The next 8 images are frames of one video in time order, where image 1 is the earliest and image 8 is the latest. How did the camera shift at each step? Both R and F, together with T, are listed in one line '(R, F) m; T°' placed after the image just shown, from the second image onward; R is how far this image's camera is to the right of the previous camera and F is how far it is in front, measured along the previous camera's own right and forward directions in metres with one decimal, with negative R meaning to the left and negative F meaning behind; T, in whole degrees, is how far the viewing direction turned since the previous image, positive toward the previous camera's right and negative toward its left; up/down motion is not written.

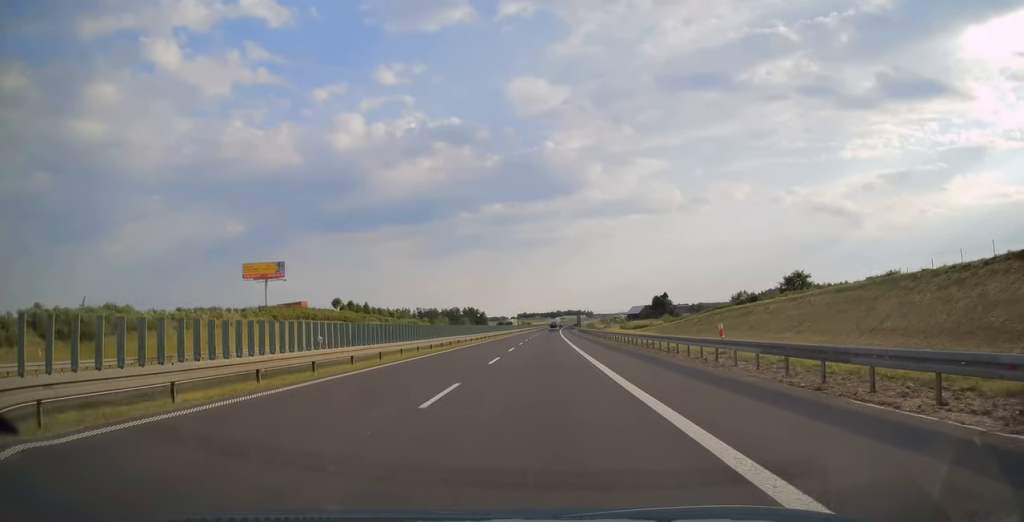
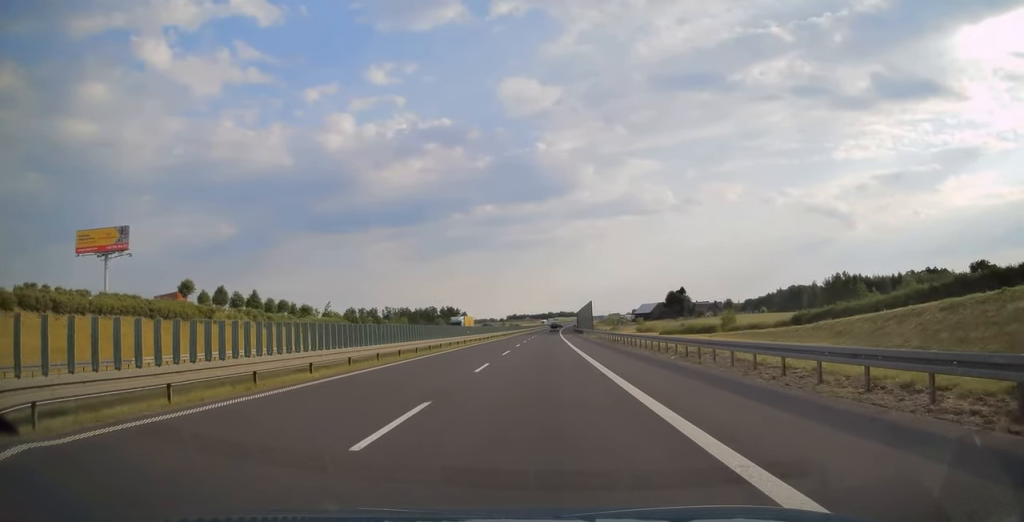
(+0.3, +63.7) m; +1°
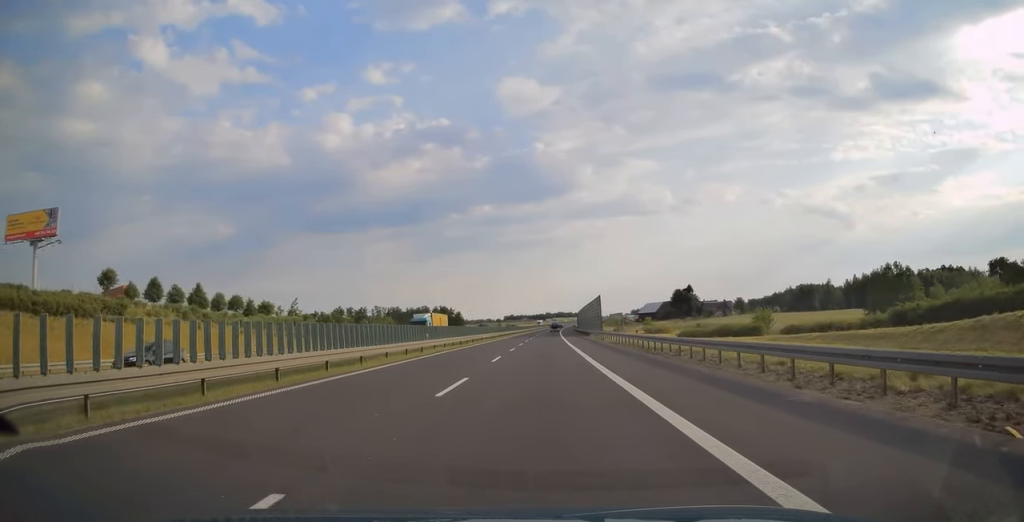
(0.0, +18.6) m; 0°
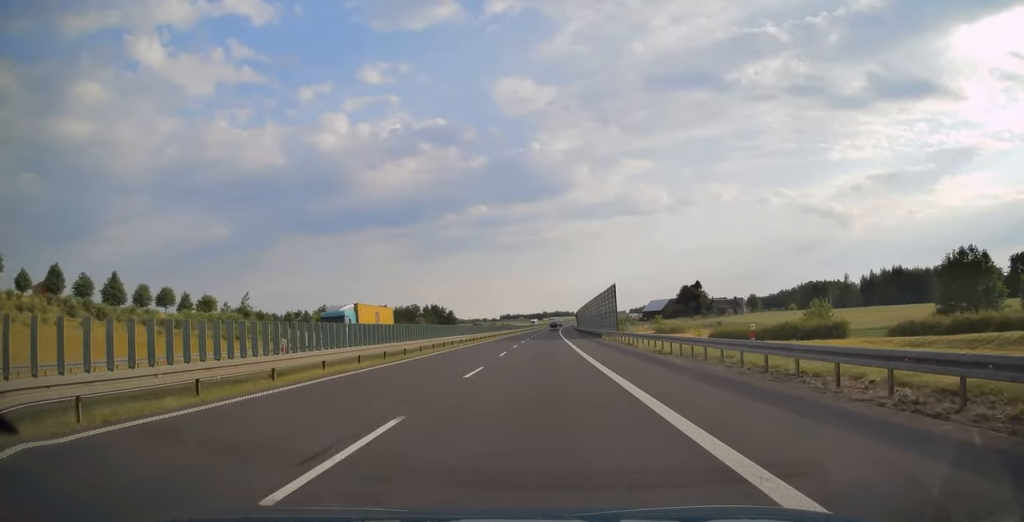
(+0.1, +20.2) m; 0°
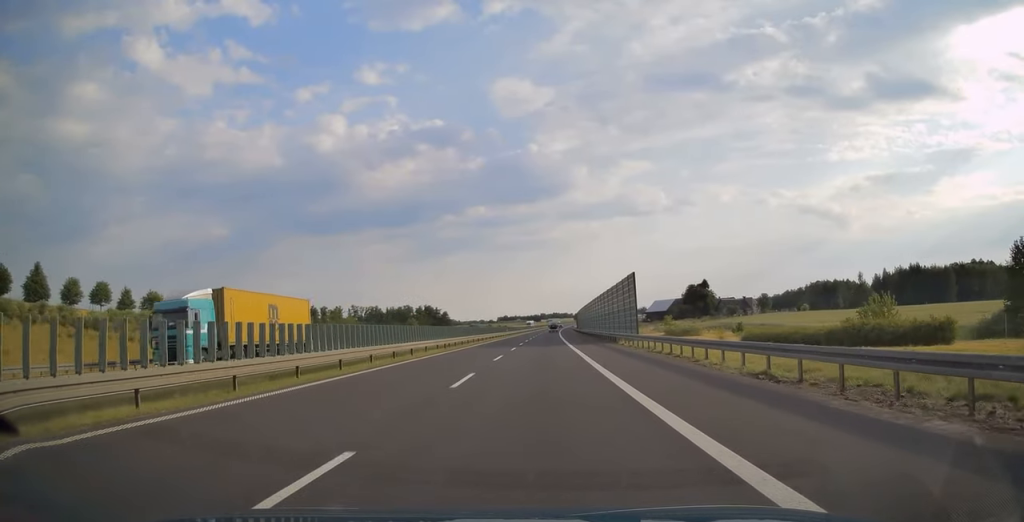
(0.0, +14.2) m; 0°
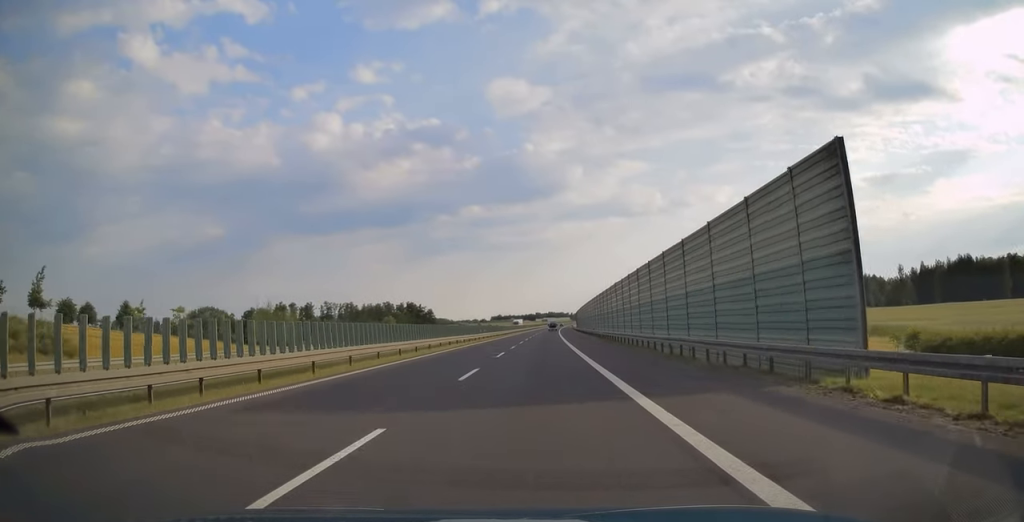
(+0.1, +34.4) m; +1°
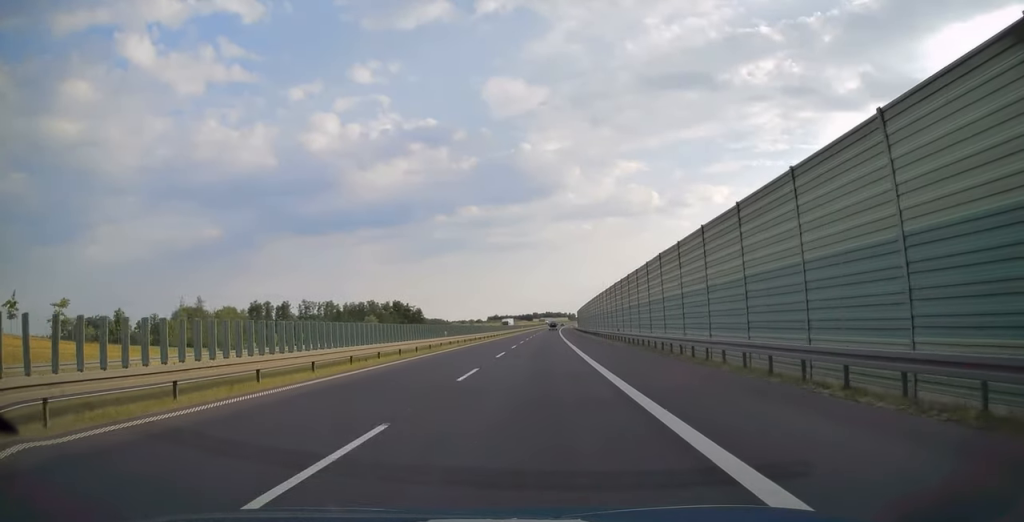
(+0.2, +24.0) m; 0°
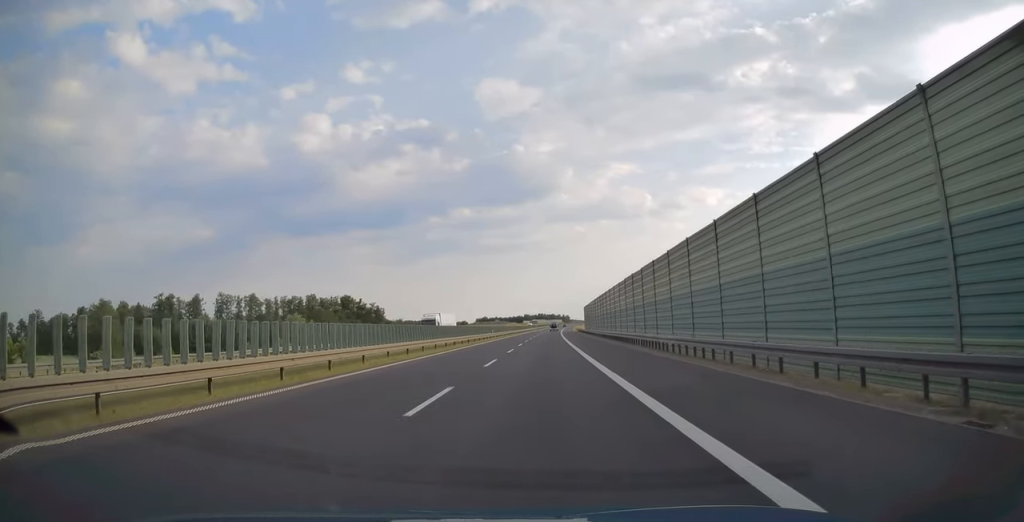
(+0.4, +66.5) m; +1°
